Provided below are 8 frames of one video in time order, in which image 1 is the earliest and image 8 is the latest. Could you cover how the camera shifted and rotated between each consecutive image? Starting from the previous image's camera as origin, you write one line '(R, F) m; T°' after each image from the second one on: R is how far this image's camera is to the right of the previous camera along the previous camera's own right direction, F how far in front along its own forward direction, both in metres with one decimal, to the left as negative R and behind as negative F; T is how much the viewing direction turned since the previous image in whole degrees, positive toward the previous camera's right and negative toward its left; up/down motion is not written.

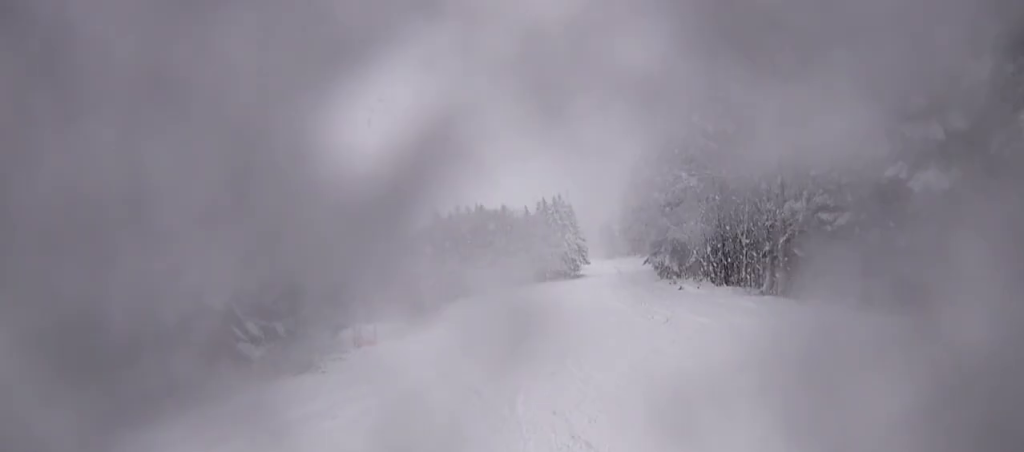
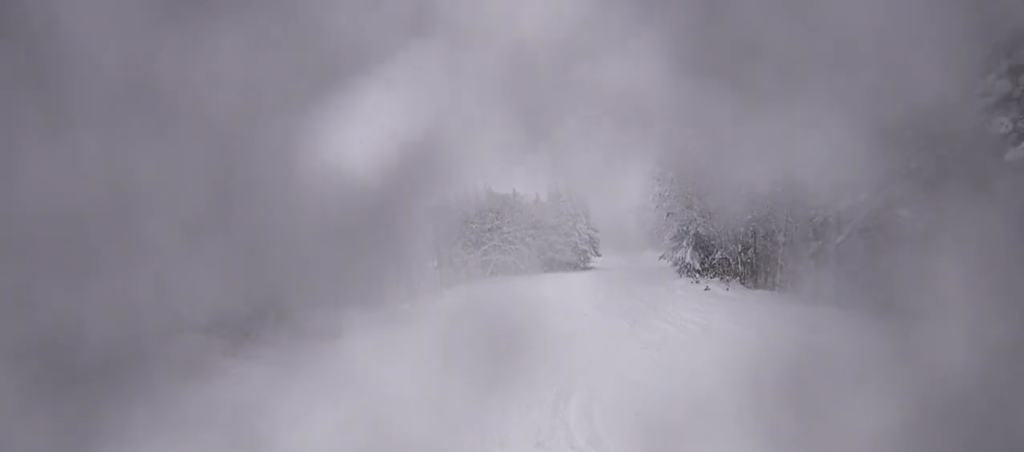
(+0.7, +5.2) m; +3°
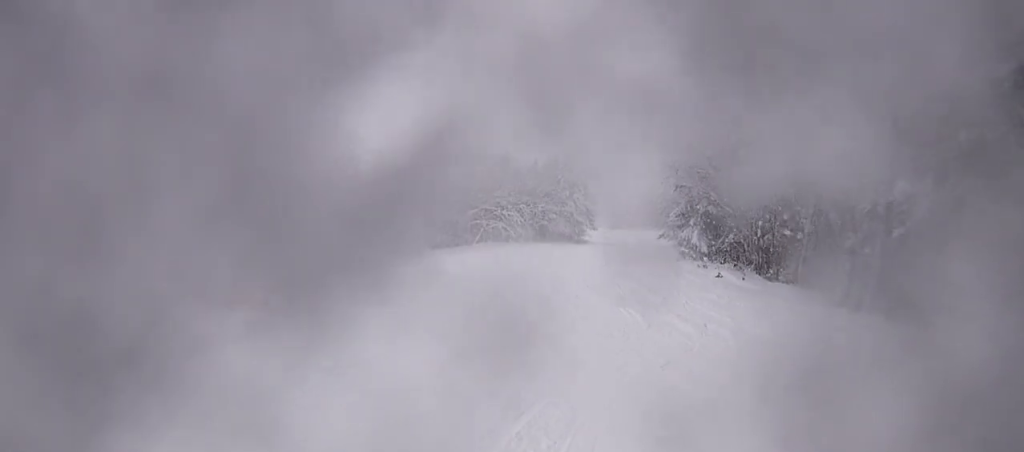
(+0.3, +4.6) m; -8°
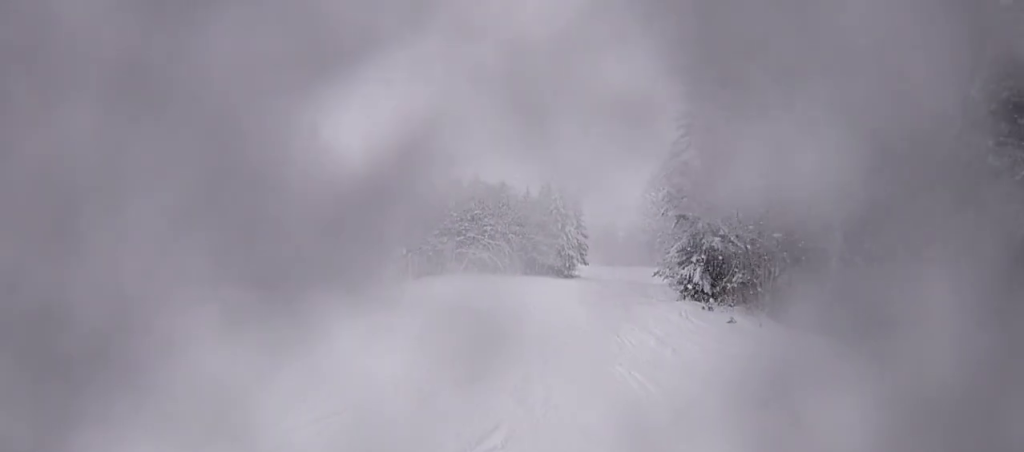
(-0.8, +4.4) m; 0°
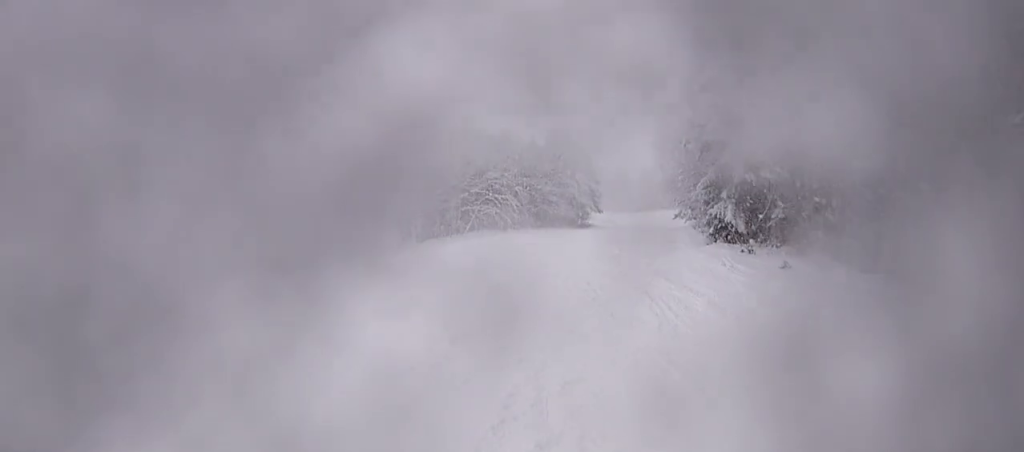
(-0.6, +4.3) m; +1°
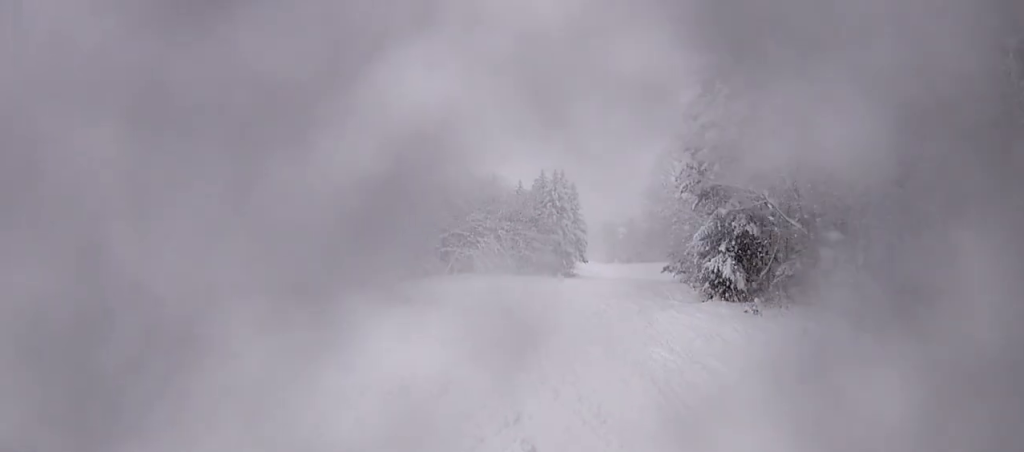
(+0.6, +3.2) m; +4°
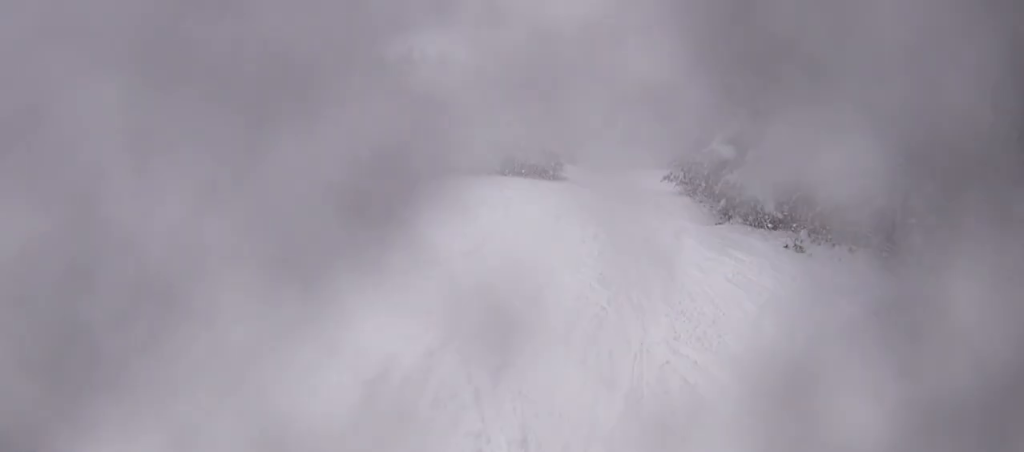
(+0.6, +6.0) m; +5°
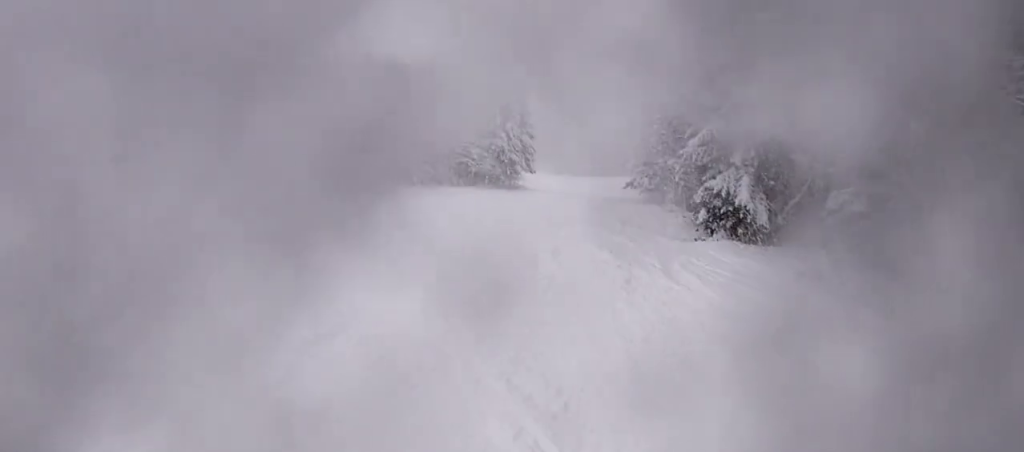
(-0.2, +4.2) m; 0°
